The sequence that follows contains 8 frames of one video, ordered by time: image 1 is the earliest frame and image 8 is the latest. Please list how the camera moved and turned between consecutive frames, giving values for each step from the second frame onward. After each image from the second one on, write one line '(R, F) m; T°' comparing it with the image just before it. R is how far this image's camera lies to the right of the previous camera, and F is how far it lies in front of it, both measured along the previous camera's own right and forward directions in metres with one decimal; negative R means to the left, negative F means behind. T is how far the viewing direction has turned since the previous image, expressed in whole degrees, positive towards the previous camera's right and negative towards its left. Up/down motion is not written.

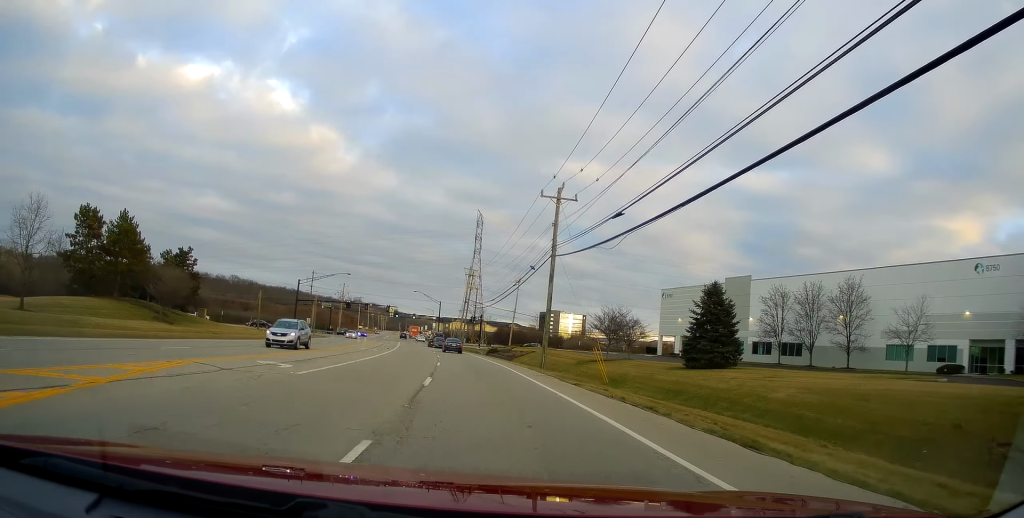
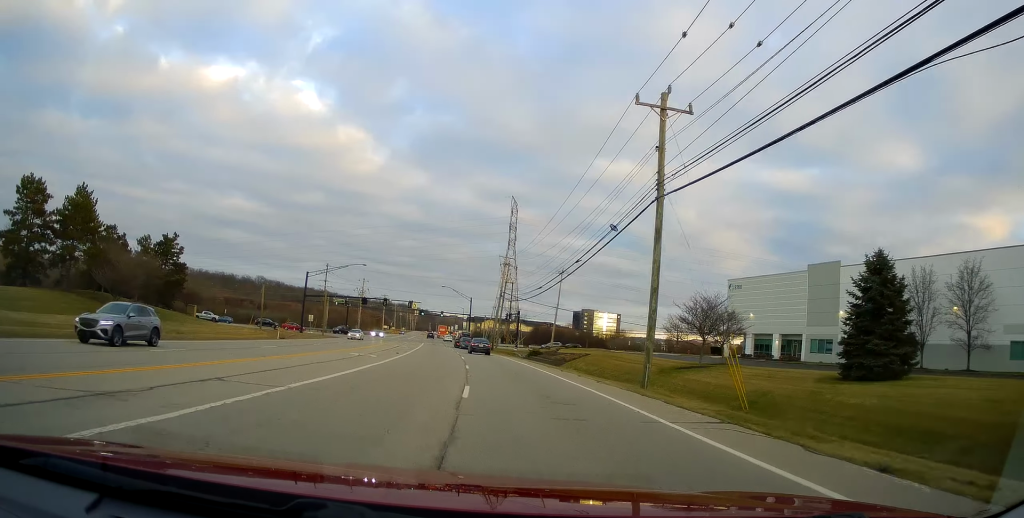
(-0.8, +15.4) m; -3°
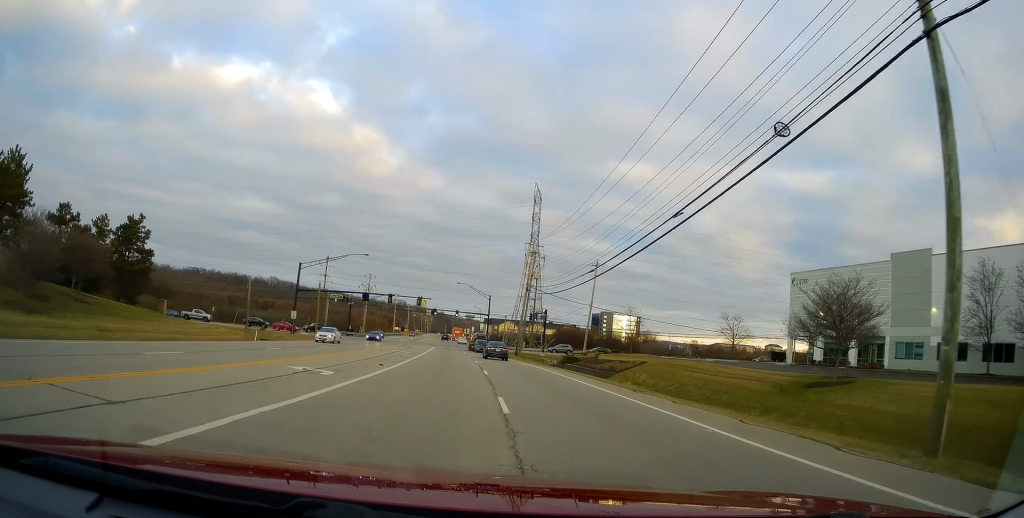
(+0.1, +14.2) m; 0°
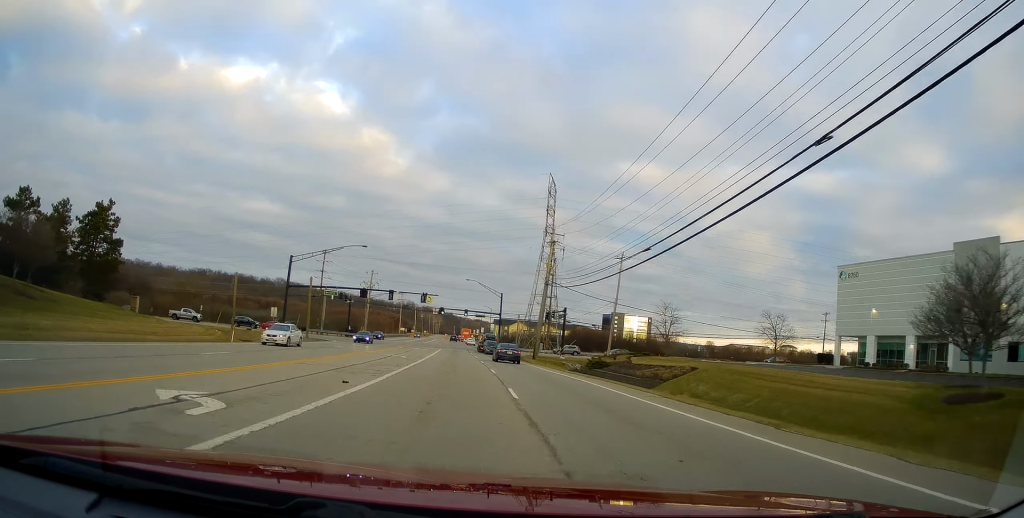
(0.0, +9.1) m; 0°
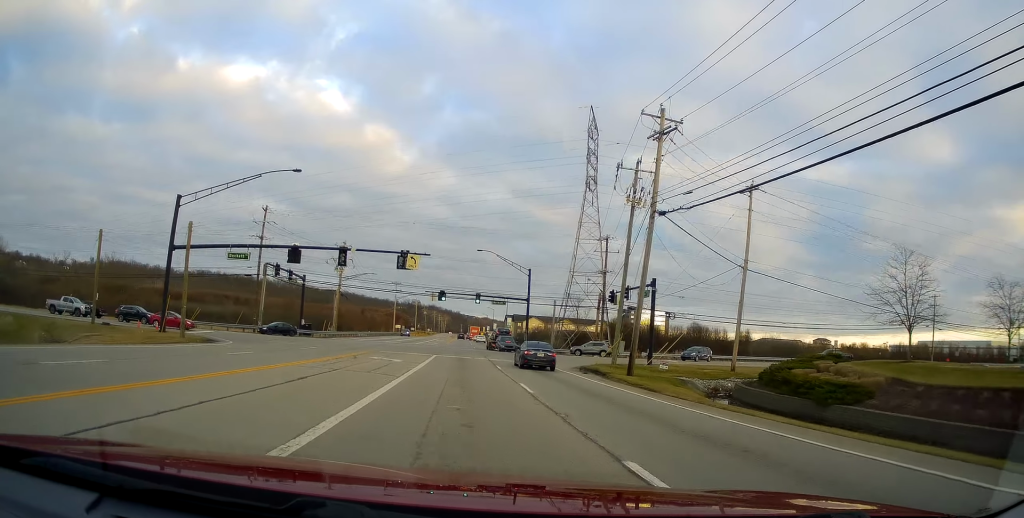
(-1.0, +34.5) m; -3°
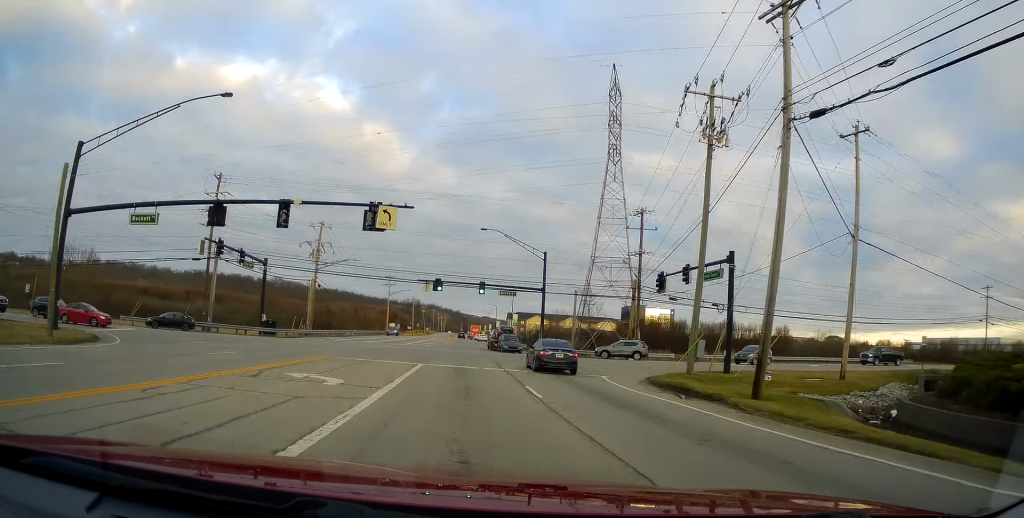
(0.0, +13.9) m; +1°
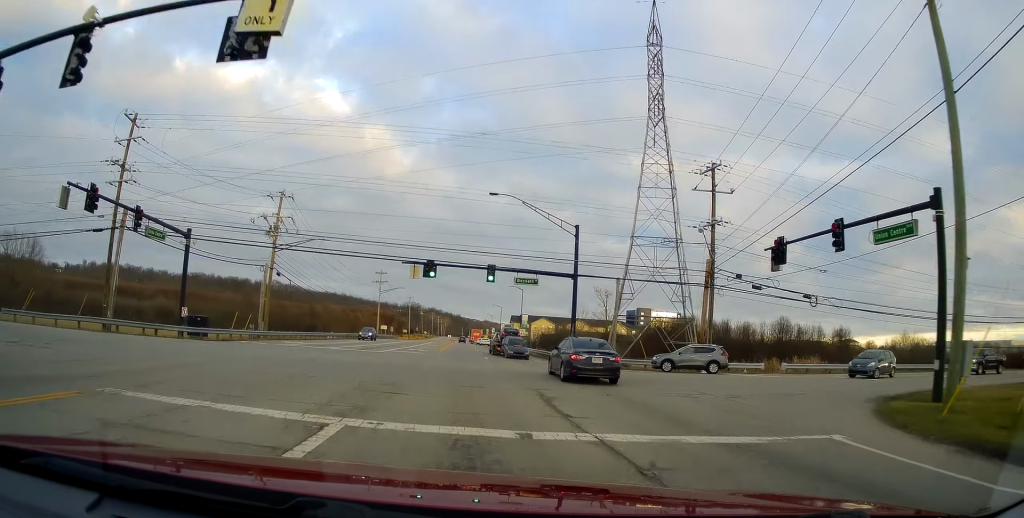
(+0.2, +16.6) m; 0°
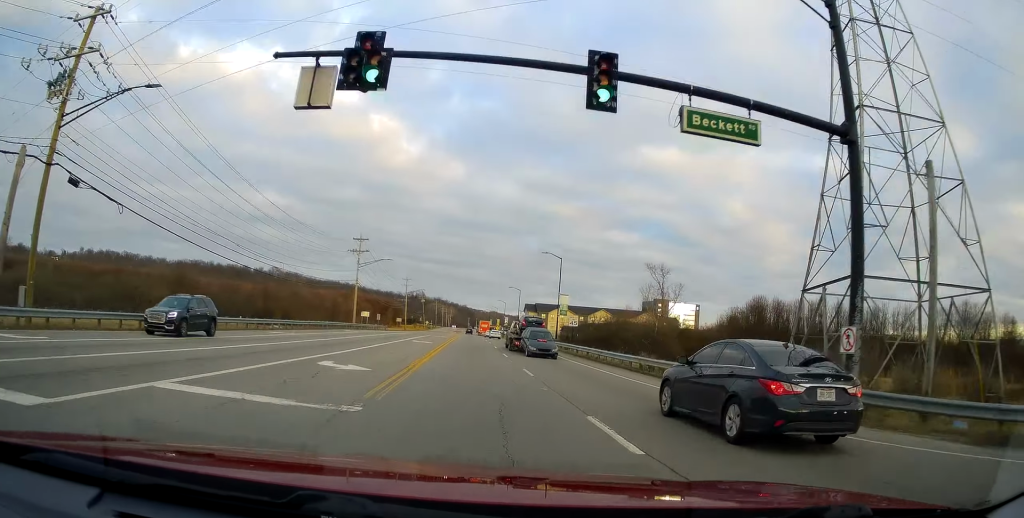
(-0.3, +32.8) m; -1°
